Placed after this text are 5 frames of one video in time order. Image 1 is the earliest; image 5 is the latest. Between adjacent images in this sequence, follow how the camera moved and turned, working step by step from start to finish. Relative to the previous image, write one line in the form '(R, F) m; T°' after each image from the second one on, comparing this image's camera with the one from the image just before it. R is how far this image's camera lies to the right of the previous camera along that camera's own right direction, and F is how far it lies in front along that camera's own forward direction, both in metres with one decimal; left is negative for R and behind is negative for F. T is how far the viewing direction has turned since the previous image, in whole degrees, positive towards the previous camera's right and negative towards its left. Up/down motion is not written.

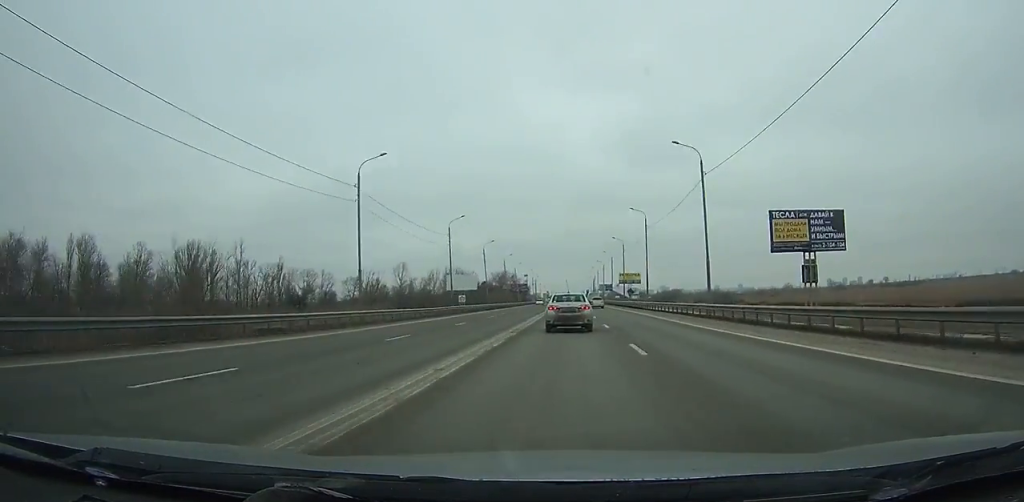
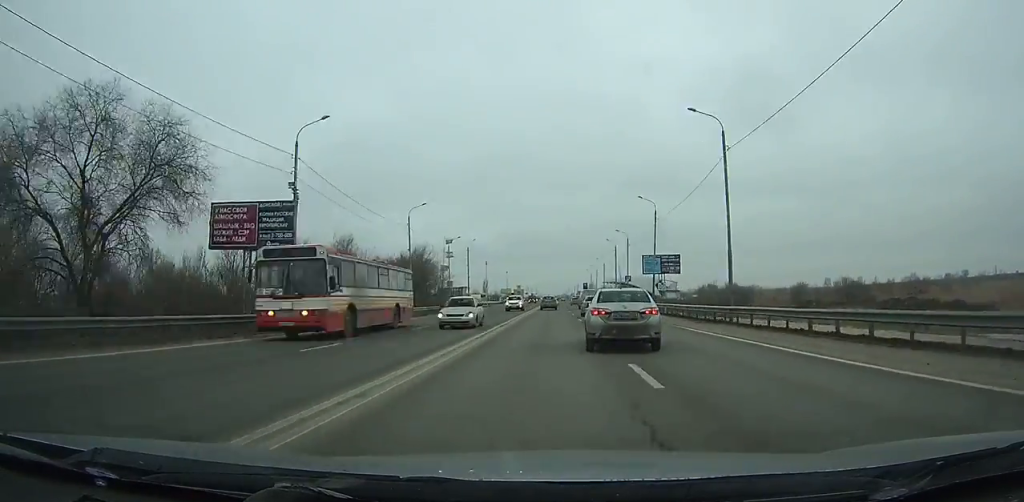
(+0.8, +180.7) m; +1°
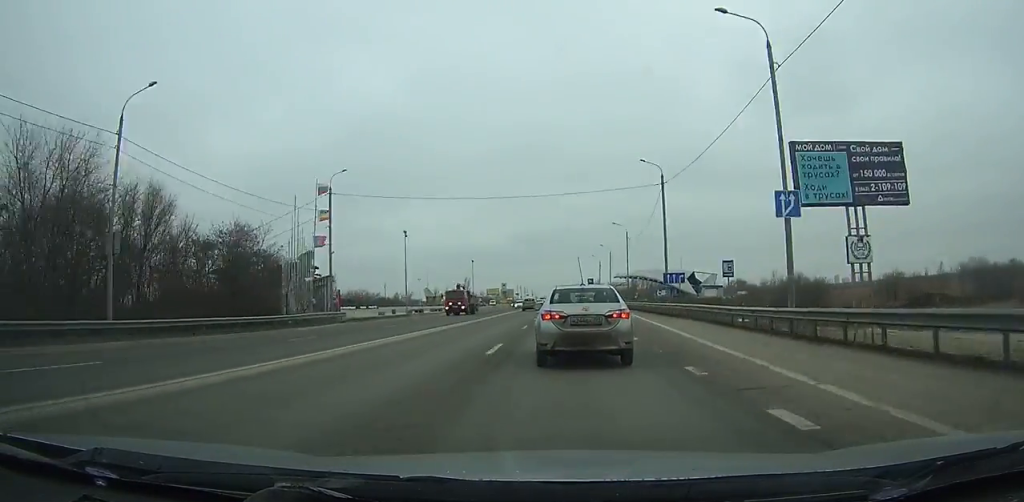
(+0.1, +64.7) m; -1°
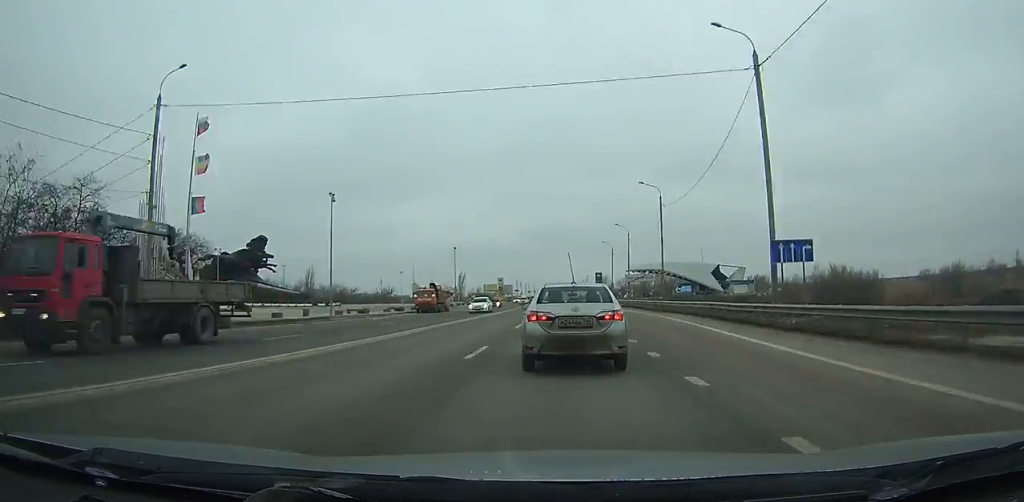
(-0.1, +24.9) m; 0°
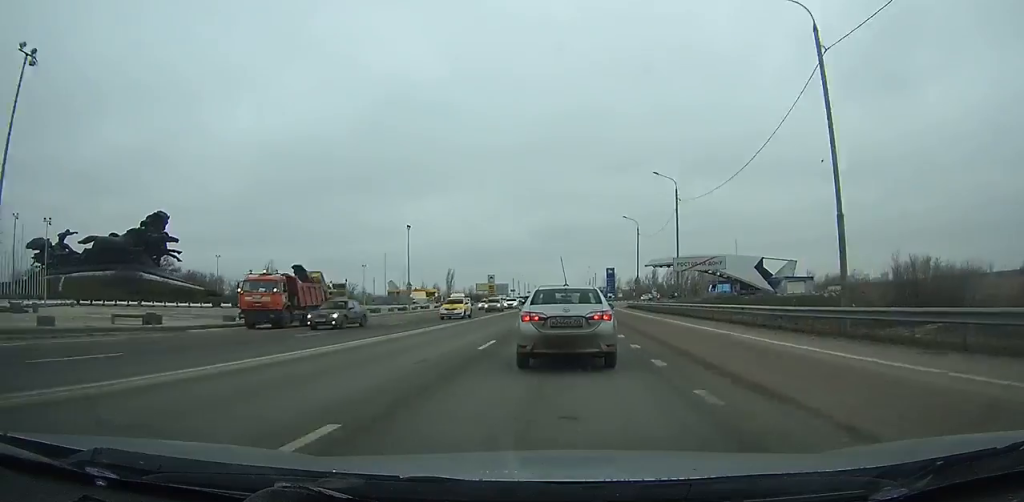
(0.0, +33.8) m; 0°
